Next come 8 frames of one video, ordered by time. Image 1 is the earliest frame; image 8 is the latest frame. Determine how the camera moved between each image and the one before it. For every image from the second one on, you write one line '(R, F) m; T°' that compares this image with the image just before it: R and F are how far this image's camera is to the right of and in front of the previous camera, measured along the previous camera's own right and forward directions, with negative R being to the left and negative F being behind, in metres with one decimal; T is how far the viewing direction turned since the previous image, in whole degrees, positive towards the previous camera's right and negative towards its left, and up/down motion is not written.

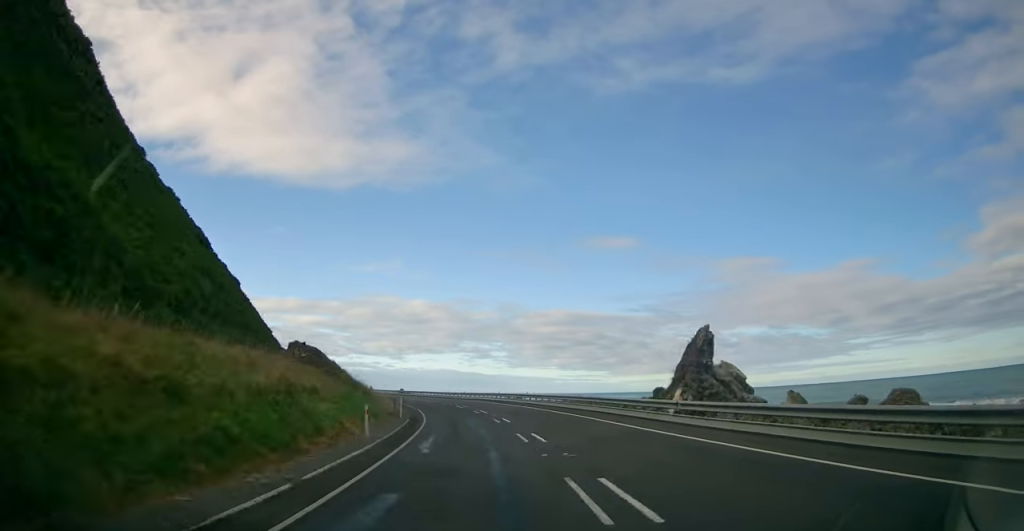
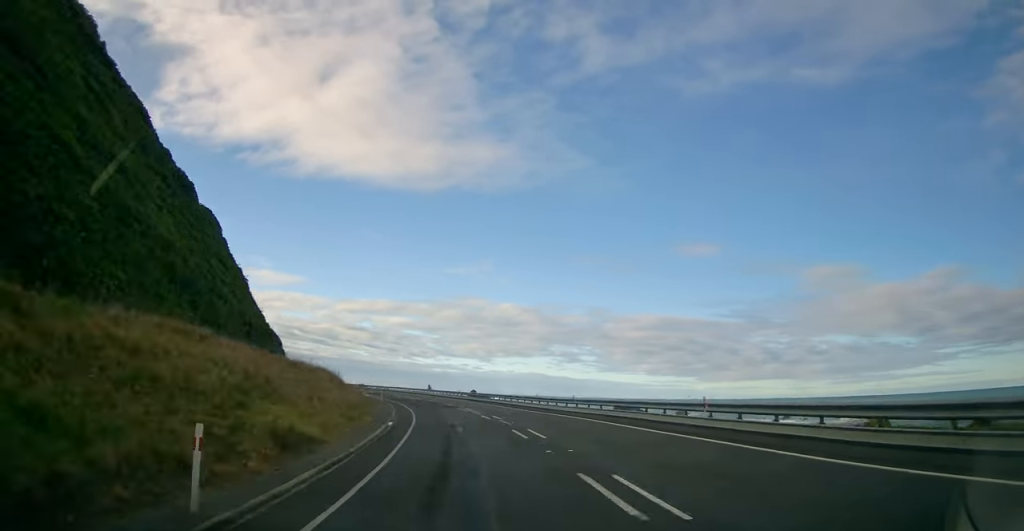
(-3.2, +40.9) m; -9°
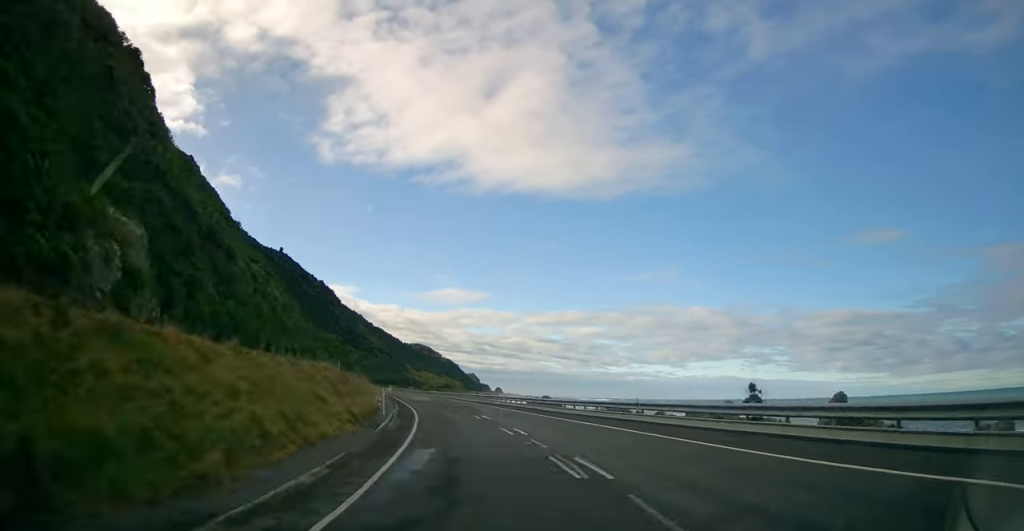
(-12.7, +77.6) m; -19°
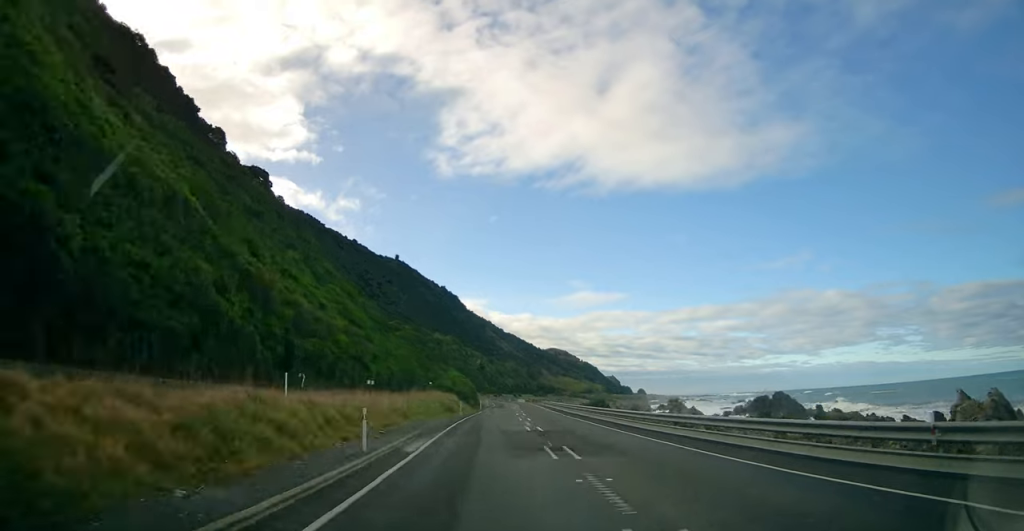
(-9.2, +86.6) m; -6°
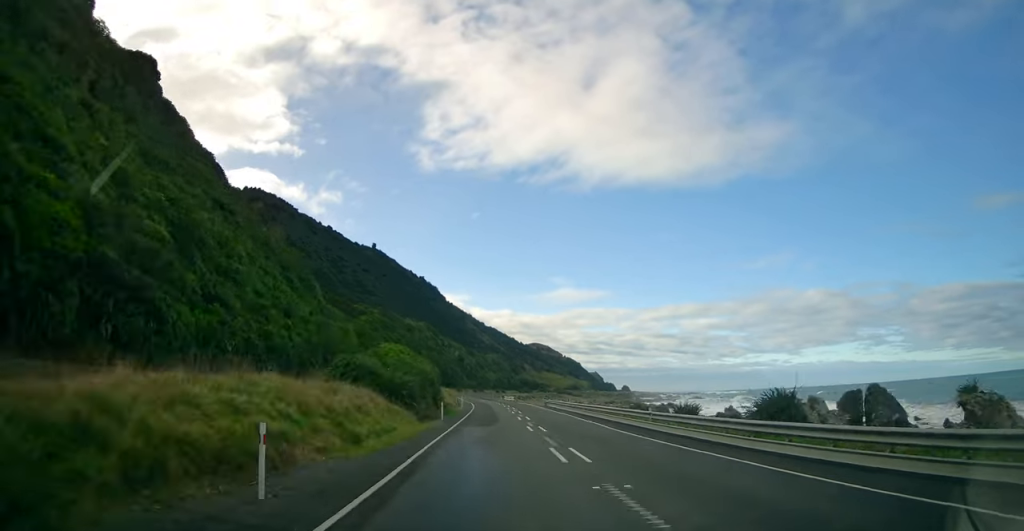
(-0.2, +40.0) m; 0°
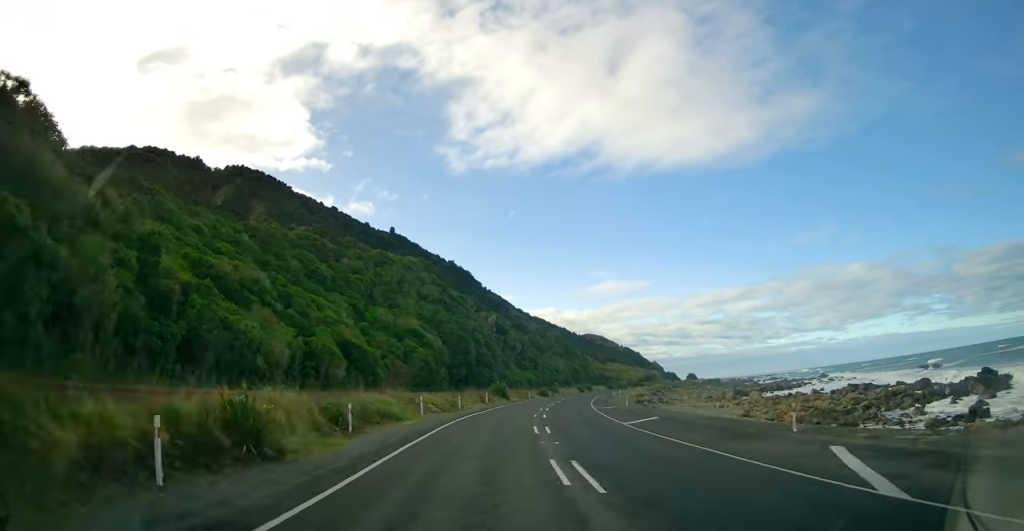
(-5.9, +142.6) m; 0°
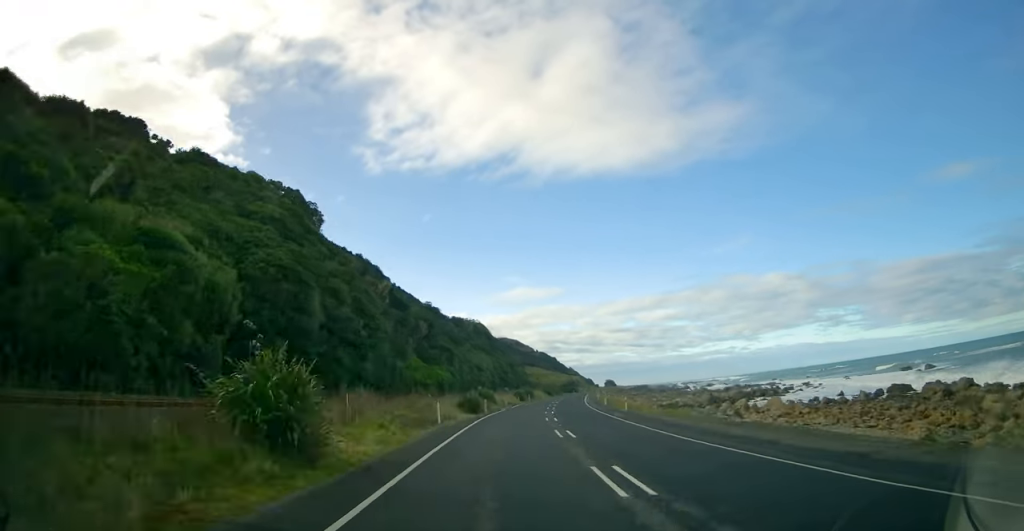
(+3.9, +51.6) m; +7°
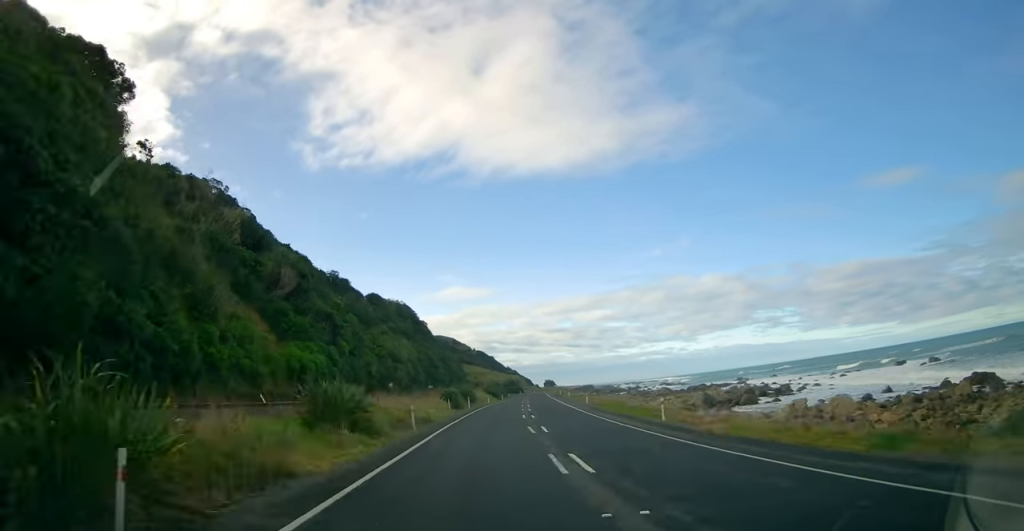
(+2.0, +37.1) m; +4°
